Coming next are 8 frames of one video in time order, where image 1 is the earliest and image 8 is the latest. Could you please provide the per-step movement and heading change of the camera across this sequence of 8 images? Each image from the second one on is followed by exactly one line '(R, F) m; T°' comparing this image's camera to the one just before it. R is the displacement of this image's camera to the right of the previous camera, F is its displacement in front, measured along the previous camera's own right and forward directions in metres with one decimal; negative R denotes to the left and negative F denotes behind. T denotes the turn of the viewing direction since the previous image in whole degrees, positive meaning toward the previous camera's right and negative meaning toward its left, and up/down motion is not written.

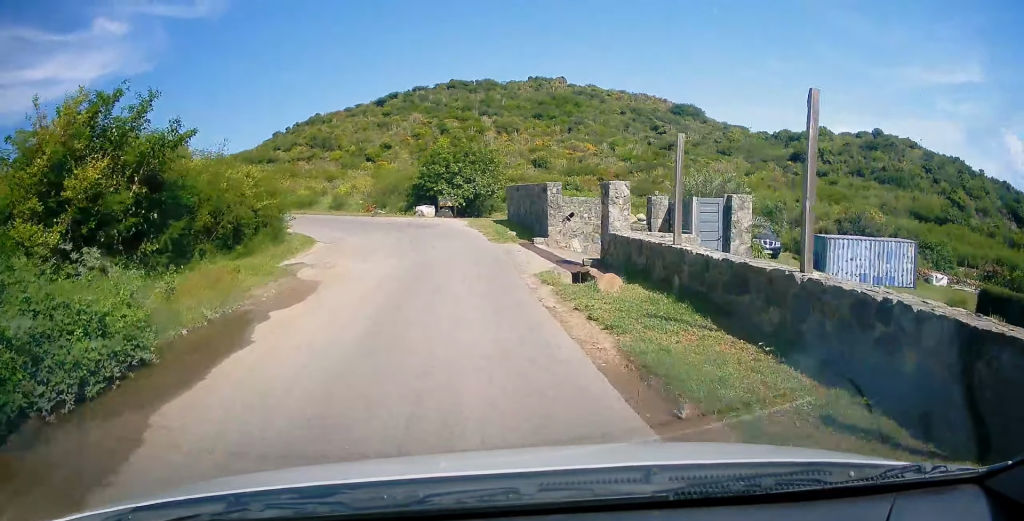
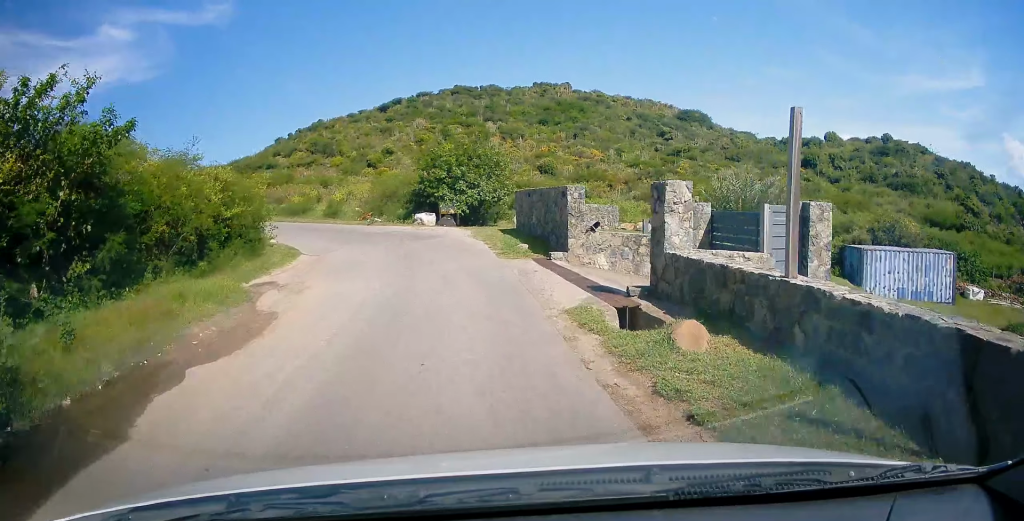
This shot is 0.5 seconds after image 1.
(-0.2, +3.0) m; +1°
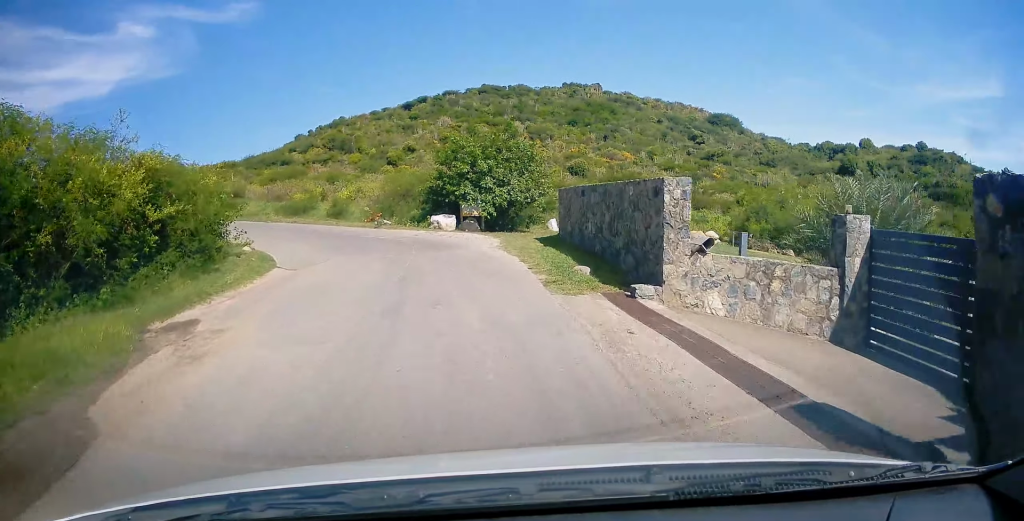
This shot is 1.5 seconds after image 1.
(+0.3, +5.6) m; 0°
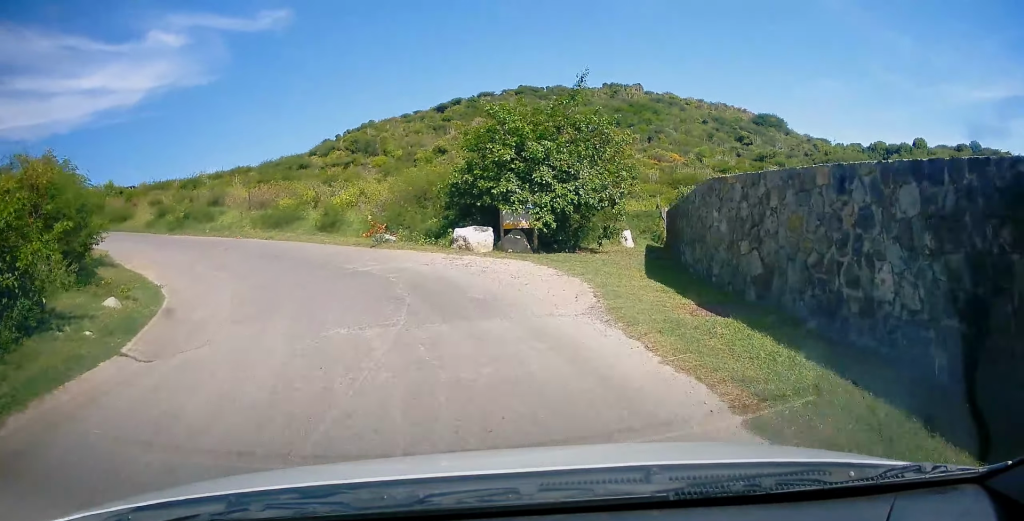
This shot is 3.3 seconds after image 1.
(-0.6, +9.6) m; -5°
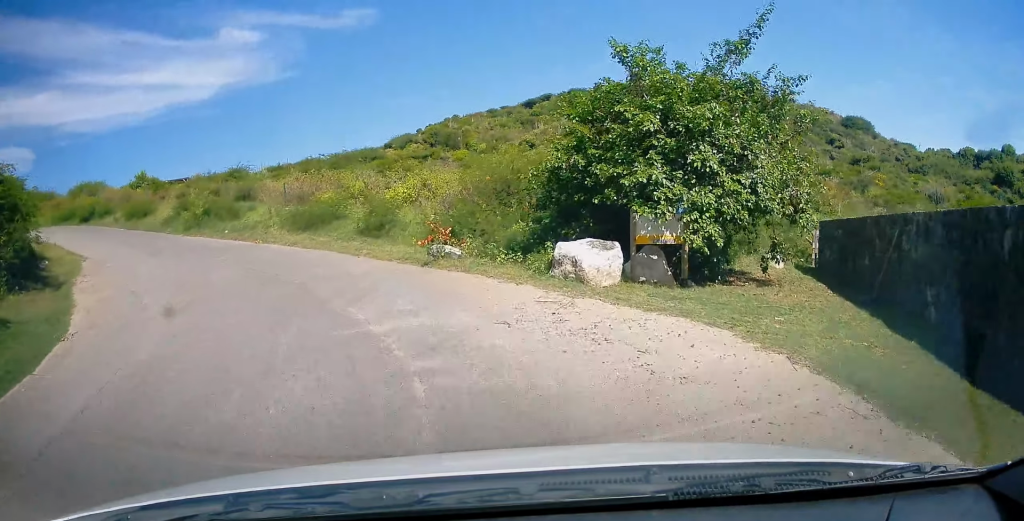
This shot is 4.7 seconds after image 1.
(0.0, +6.8) m; -11°
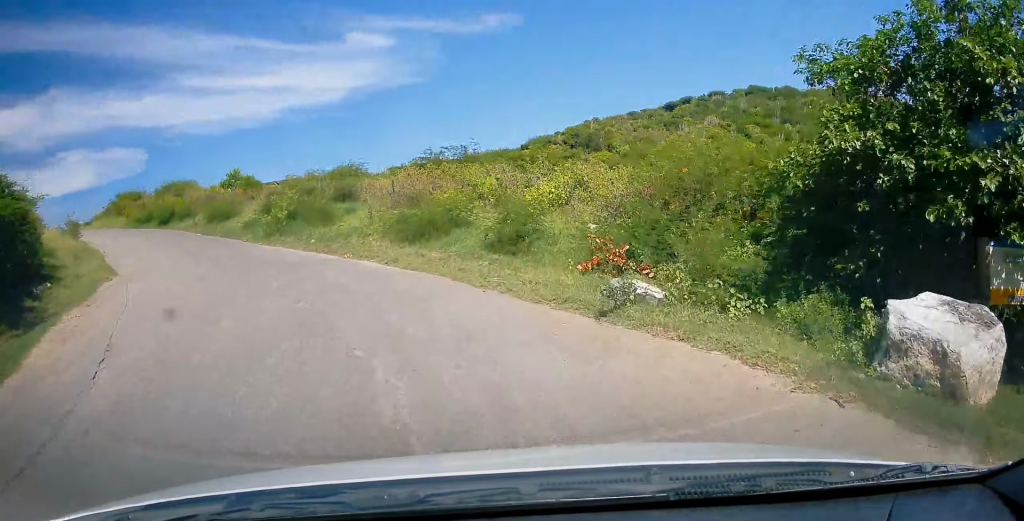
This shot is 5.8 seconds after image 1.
(-1.1, +5.4) m; -13°
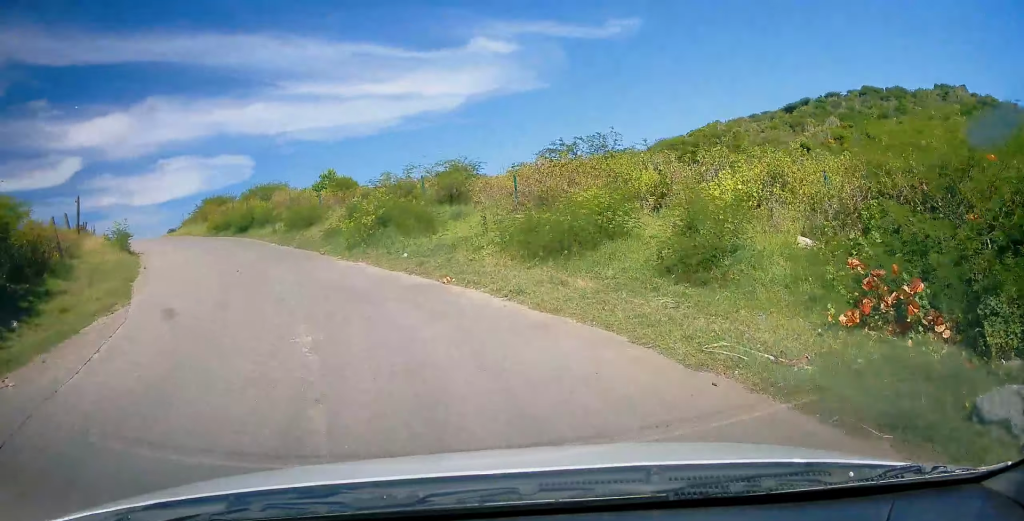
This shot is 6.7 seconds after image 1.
(+0.1, +4.7) m; -7°
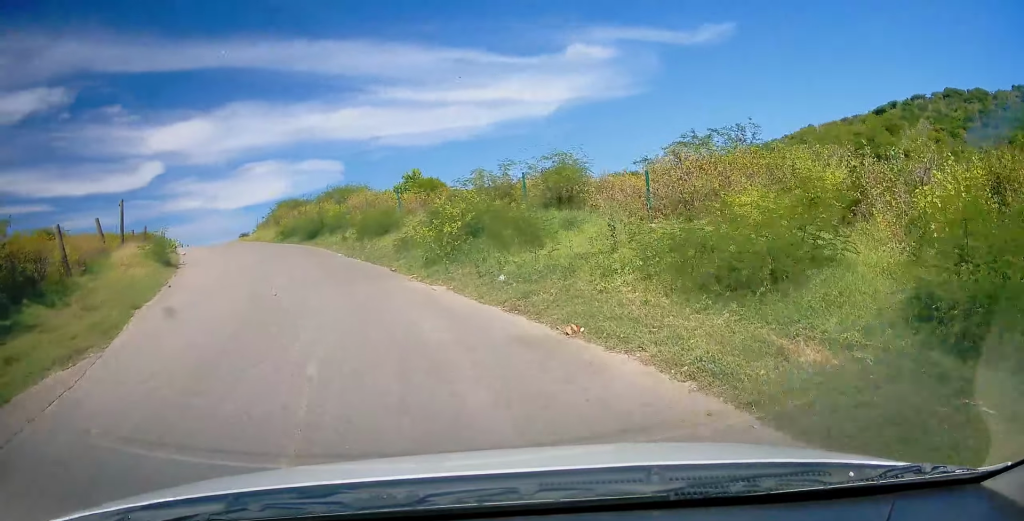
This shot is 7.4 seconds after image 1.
(-0.5, +3.8) m; -12°
